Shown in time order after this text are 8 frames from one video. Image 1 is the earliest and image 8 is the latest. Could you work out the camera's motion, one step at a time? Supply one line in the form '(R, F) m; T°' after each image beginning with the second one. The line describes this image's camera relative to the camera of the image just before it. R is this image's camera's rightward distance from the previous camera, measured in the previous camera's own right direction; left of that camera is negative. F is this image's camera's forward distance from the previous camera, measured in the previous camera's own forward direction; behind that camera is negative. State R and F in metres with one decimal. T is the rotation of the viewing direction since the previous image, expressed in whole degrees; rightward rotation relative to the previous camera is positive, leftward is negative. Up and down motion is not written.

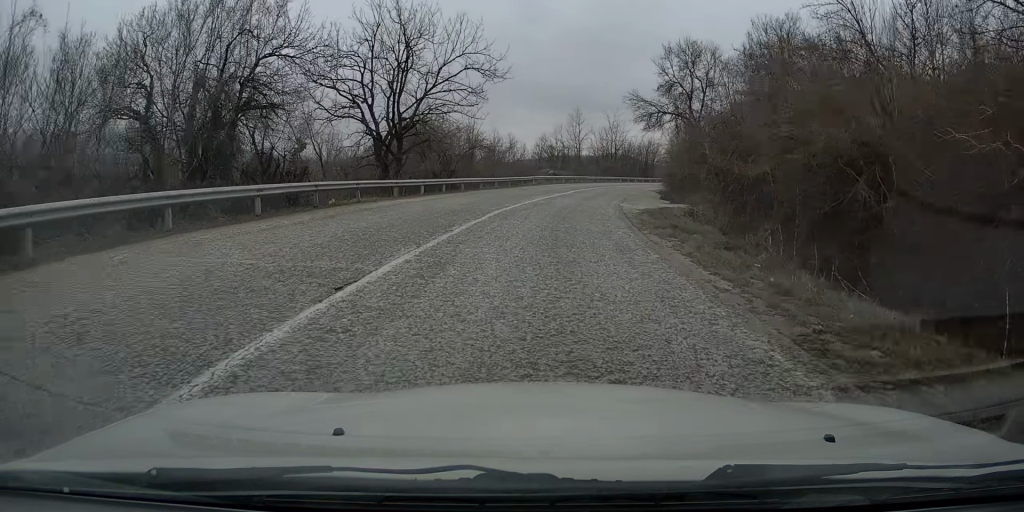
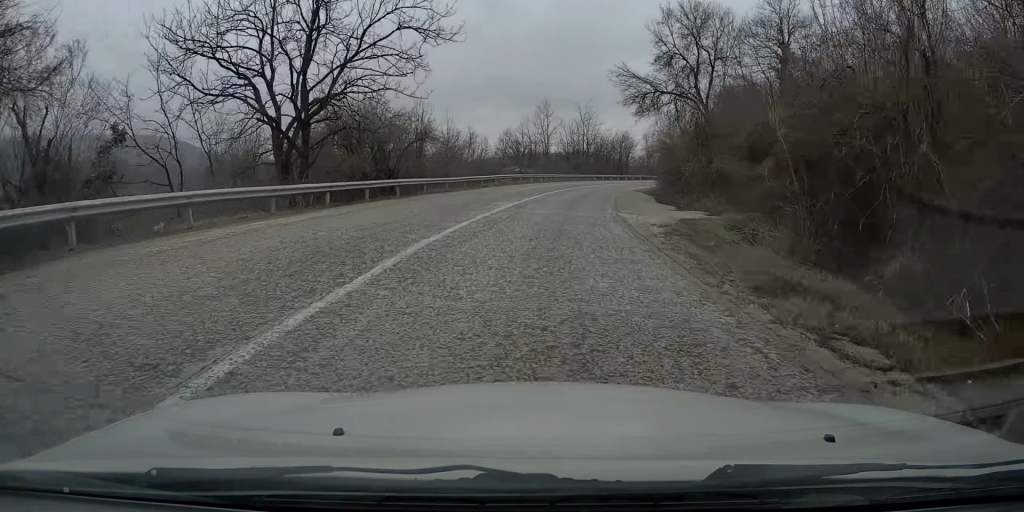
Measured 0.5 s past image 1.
(+0.1, +10.0) m; +2°
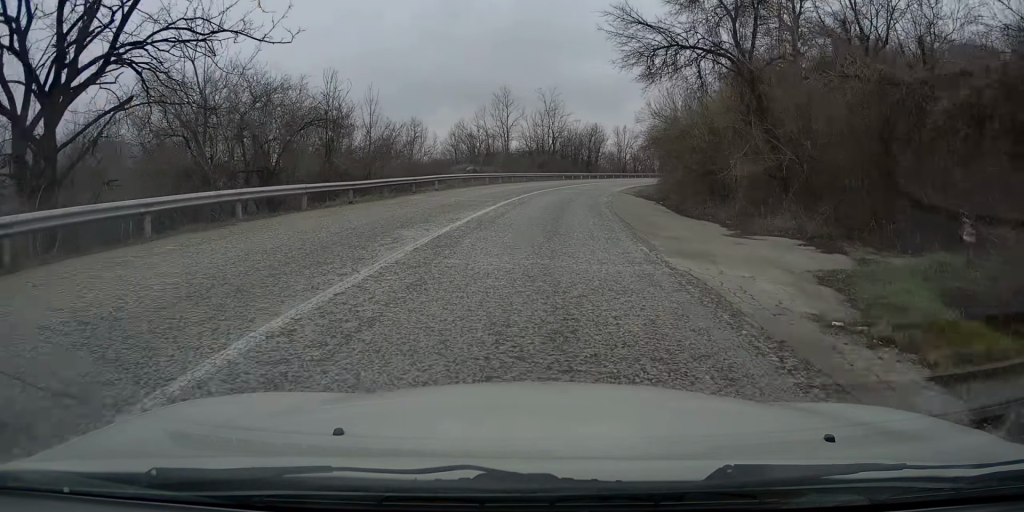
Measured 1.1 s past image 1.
(+0.2, +12.7) m; +3°
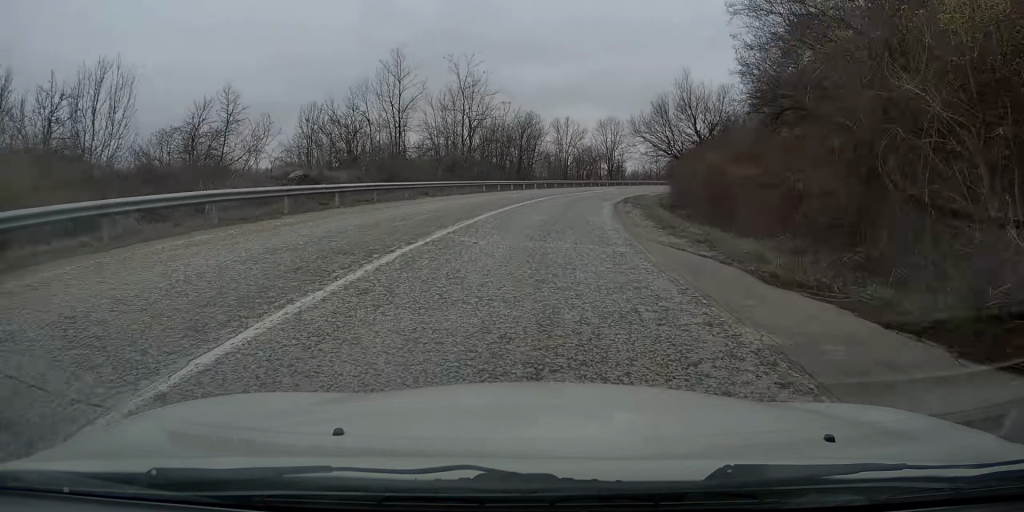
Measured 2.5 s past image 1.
(+2.0, +28.0) m; +7°
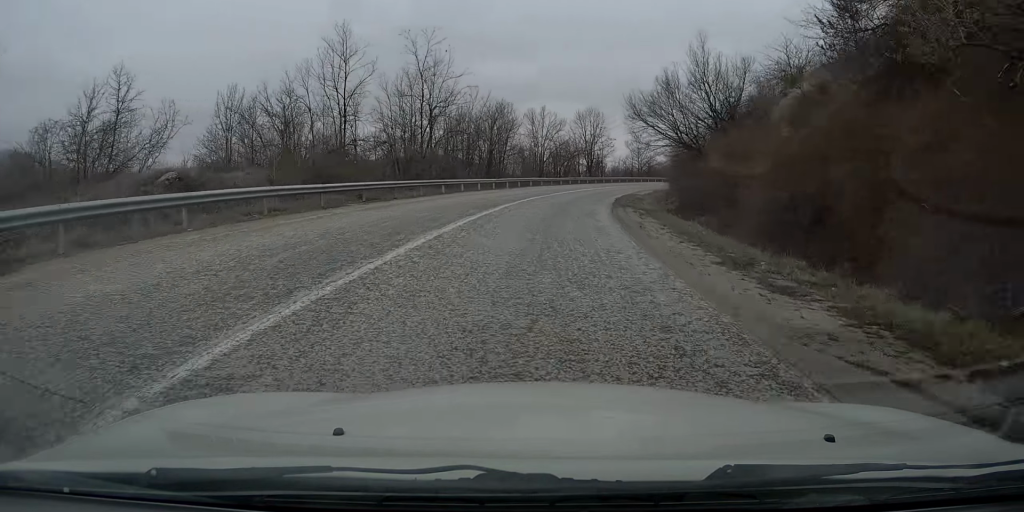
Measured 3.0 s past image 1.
(0.0, +8.6) m; +2°
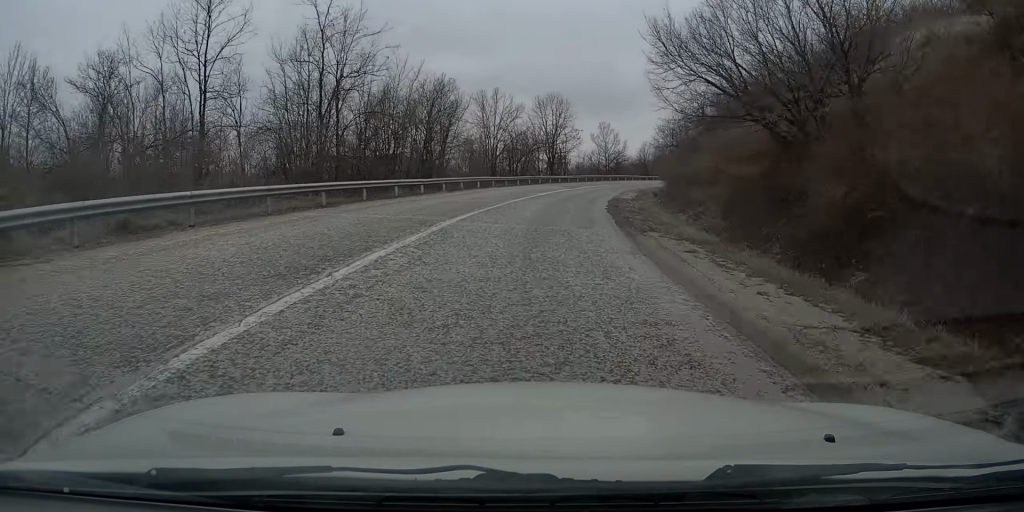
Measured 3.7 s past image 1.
(+0.7, +14.5) m; +3°
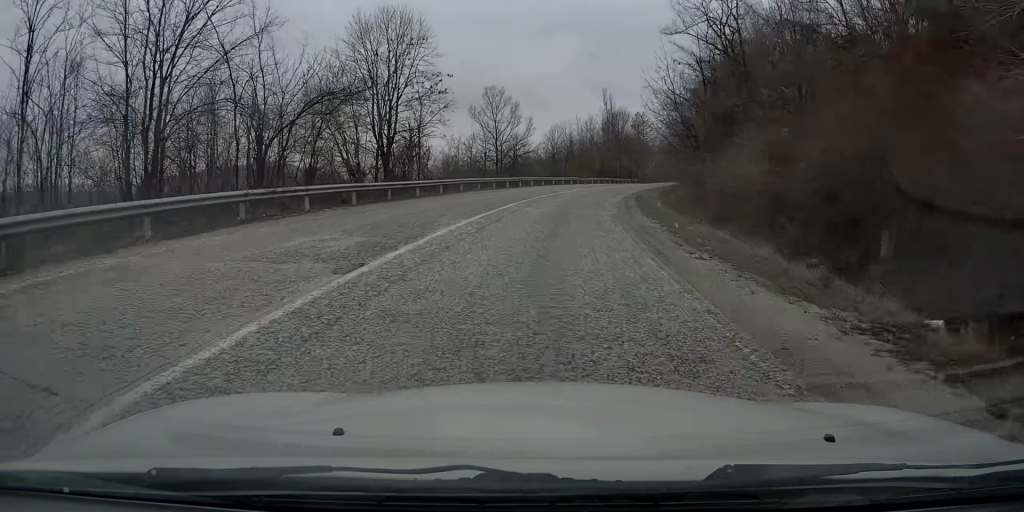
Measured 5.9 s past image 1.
(+4.5, +43.0) m; +12°
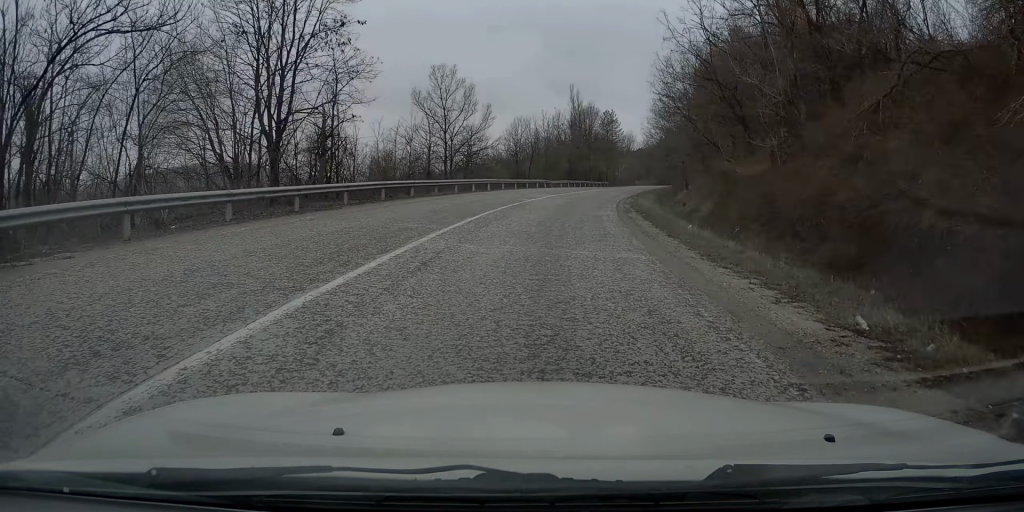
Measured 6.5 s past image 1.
(+0.3, +11.7) m; +2°
